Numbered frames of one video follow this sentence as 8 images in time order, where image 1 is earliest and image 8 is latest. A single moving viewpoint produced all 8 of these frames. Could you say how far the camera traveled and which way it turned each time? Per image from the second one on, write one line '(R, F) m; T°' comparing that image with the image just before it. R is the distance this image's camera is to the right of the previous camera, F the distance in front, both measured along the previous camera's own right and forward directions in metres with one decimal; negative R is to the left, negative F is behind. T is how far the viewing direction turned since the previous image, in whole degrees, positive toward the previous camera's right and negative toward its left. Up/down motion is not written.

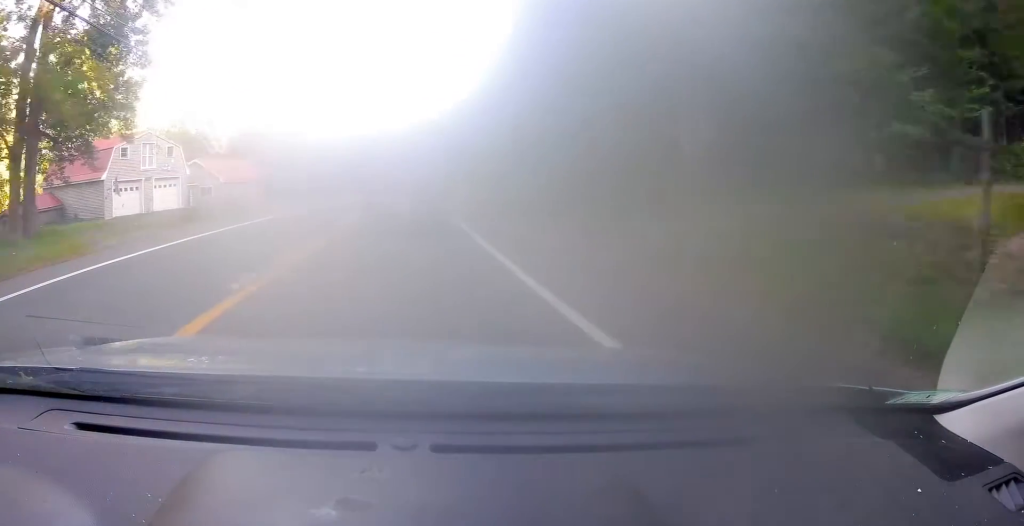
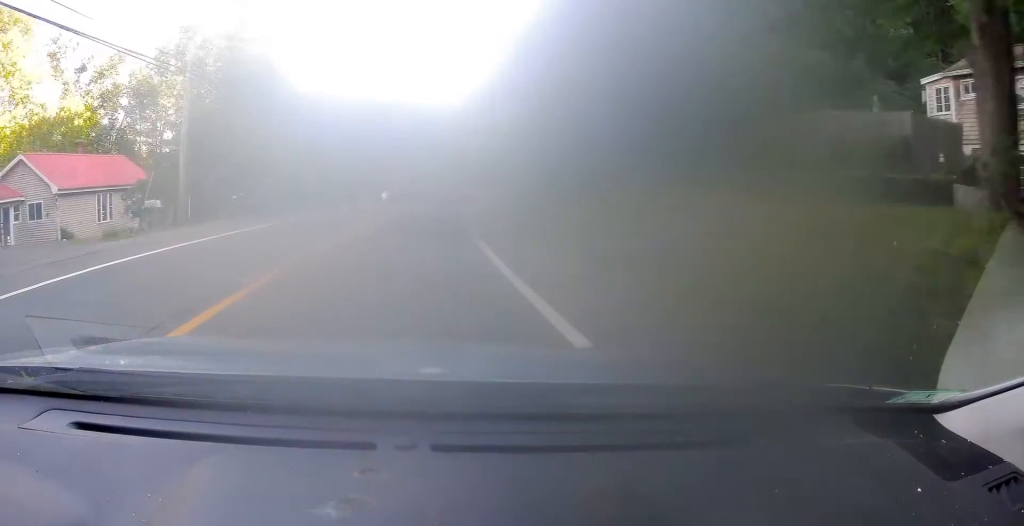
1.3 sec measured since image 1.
(0.0, +23.9) m; +1°
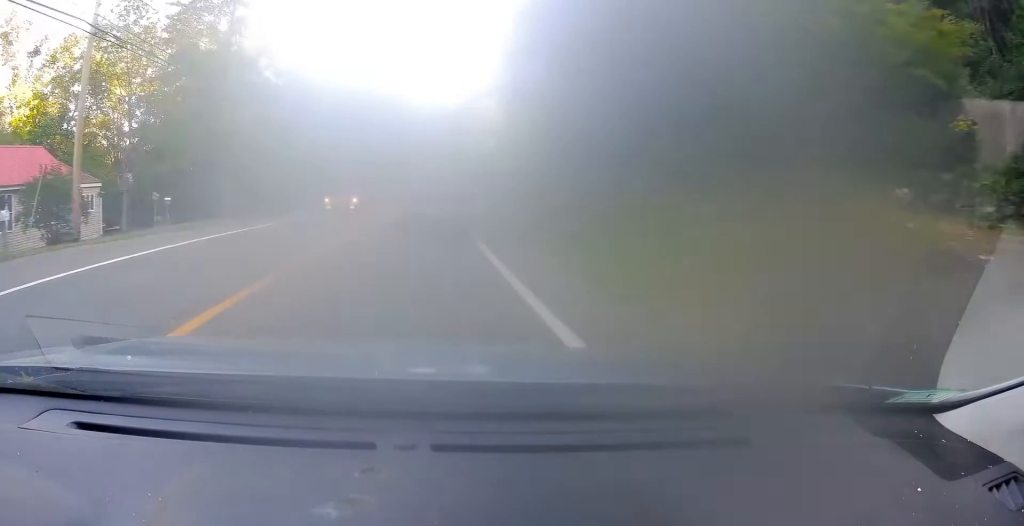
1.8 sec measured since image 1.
(+0.1, +7.8) m; +1°
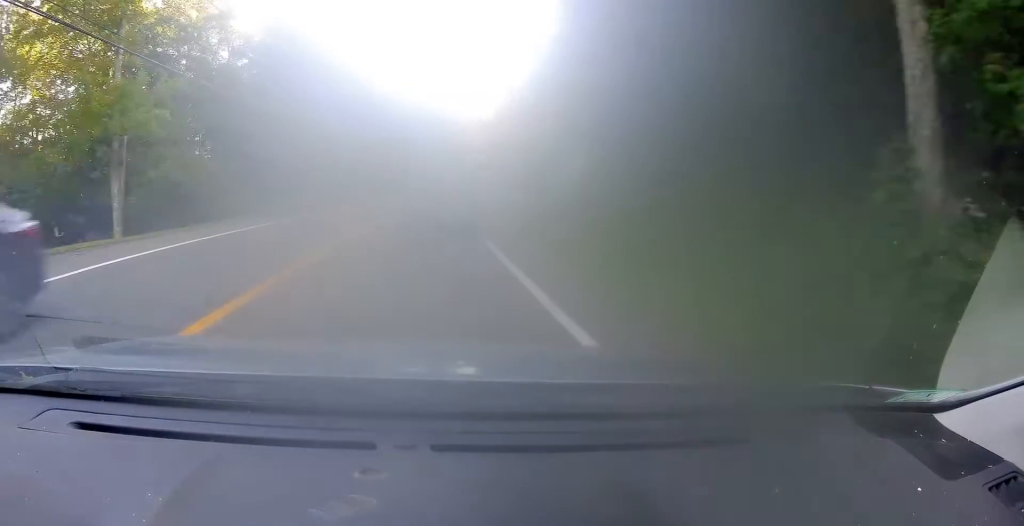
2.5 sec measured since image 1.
(-0.3, +13.1) m; +1°
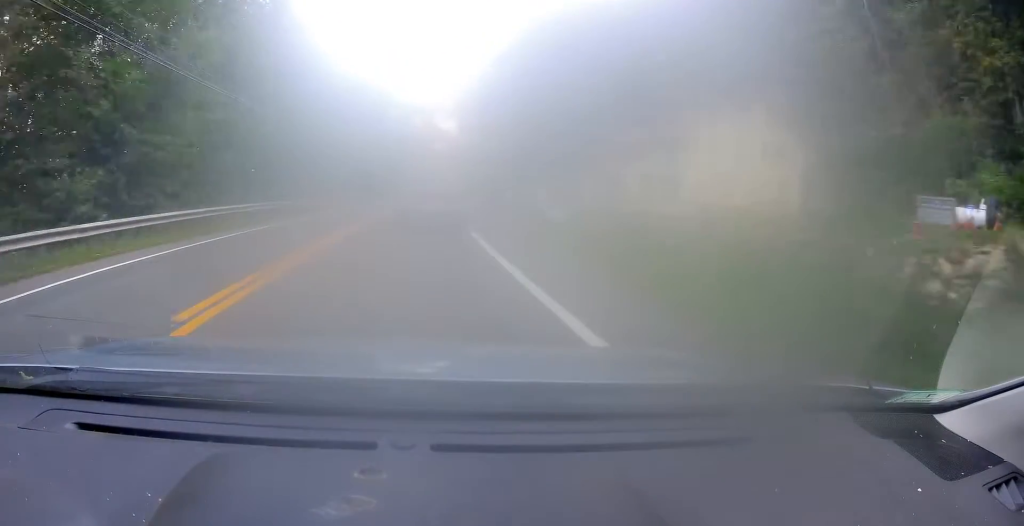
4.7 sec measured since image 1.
(+2.7, +42.3) m; +6°
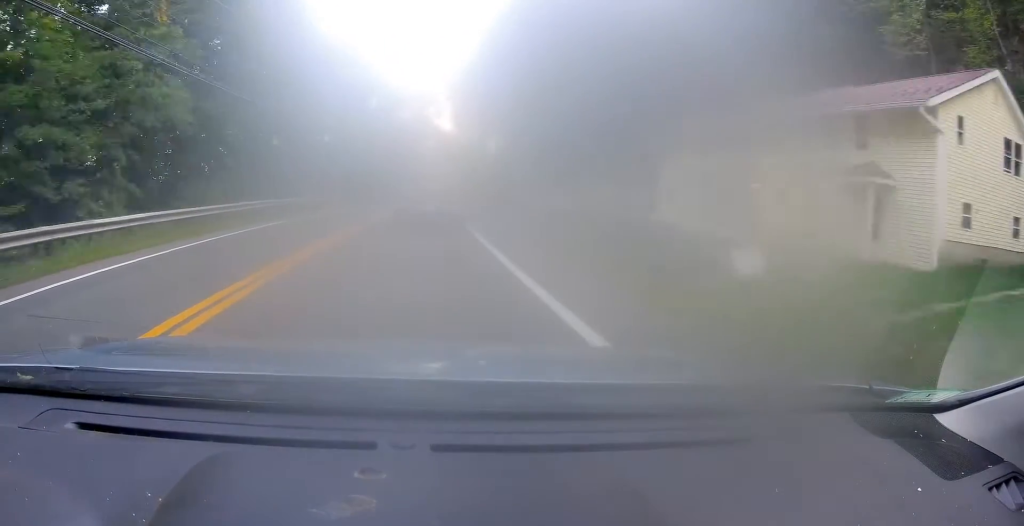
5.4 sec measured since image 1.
(+0.1, +14.5) m; +1°
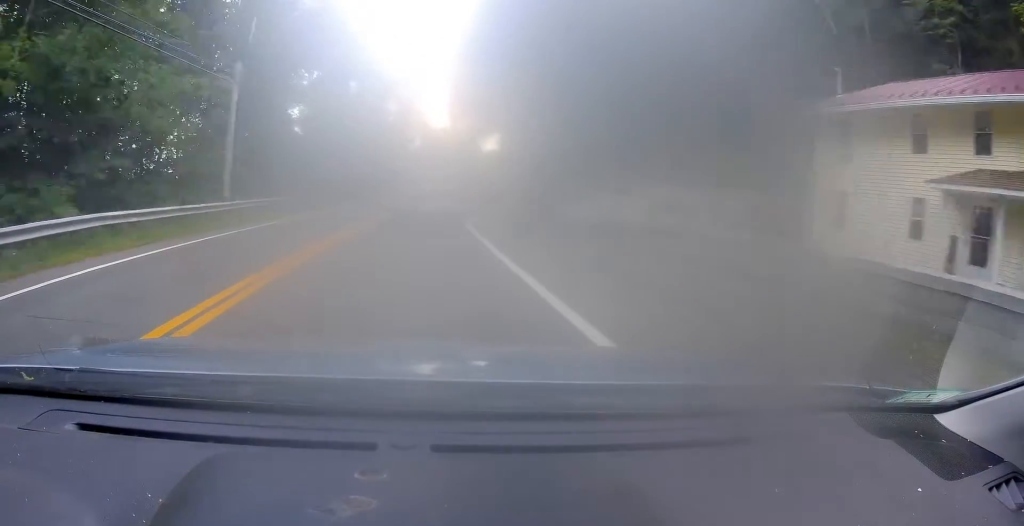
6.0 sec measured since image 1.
(+0.1, +13.9) m; +1°
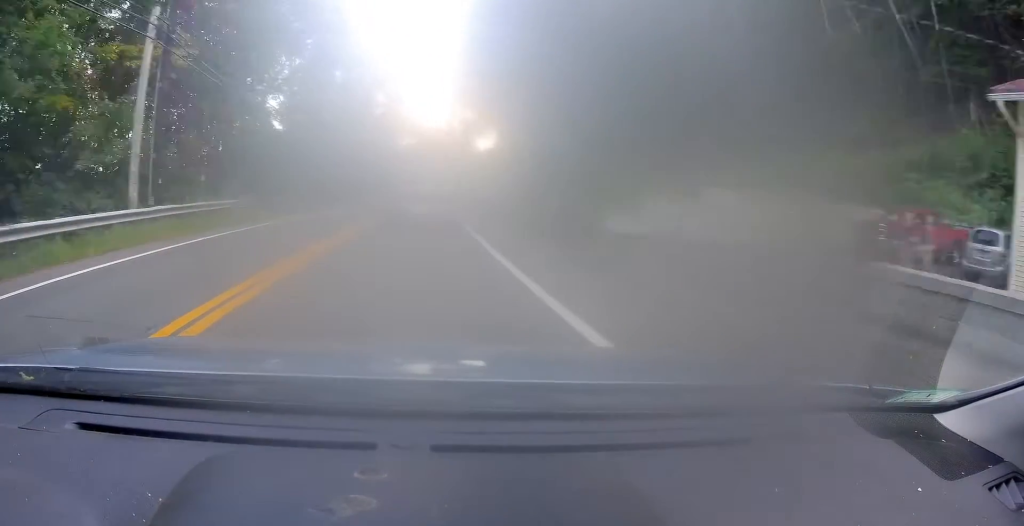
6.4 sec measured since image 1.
(-0.1, +8.4) m; +1°
